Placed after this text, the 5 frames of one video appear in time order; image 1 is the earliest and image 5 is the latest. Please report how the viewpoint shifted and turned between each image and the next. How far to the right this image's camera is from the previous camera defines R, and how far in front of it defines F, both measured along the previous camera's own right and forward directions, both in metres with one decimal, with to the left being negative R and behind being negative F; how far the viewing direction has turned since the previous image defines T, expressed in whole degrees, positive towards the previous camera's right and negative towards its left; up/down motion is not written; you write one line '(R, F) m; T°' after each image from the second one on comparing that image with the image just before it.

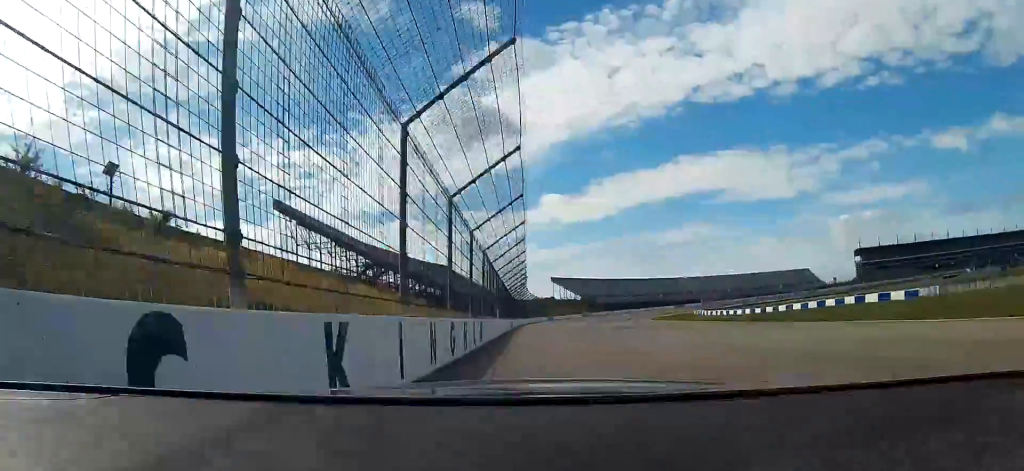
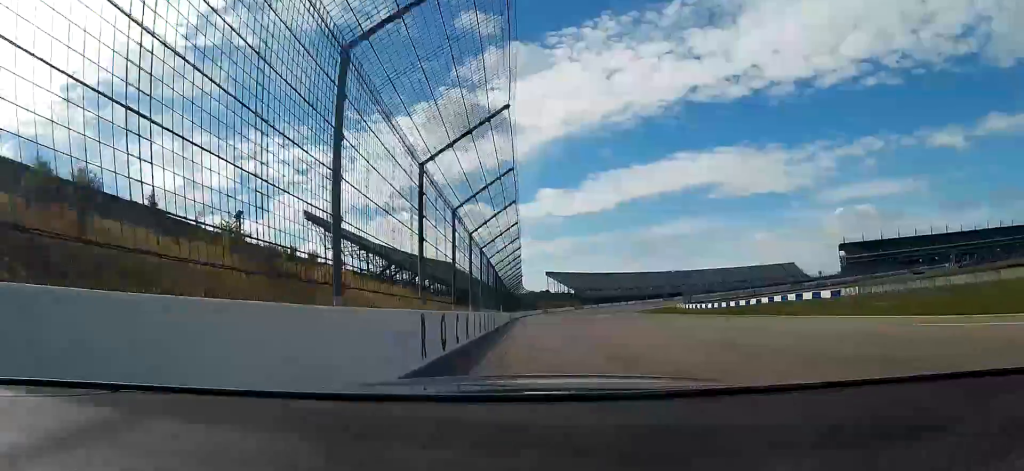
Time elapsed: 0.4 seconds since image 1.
(-0.1, +19.3) m; 0°
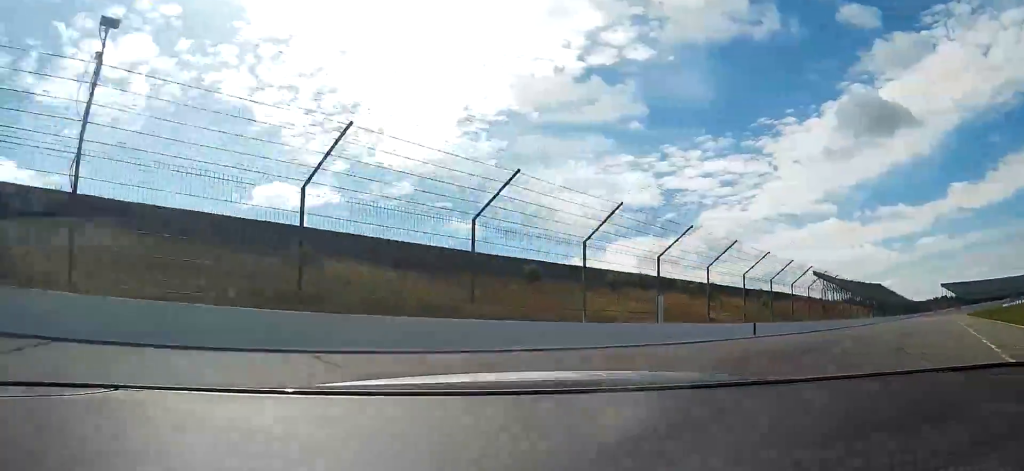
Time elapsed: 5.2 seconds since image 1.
(-15.7, +129.2) m; -42°
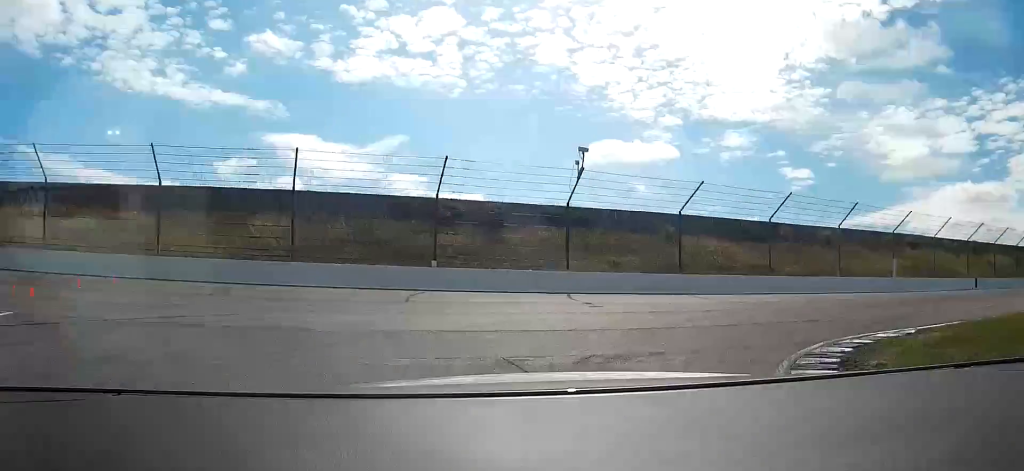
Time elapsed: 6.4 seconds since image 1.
(-5.5, +17.7) m; -34°
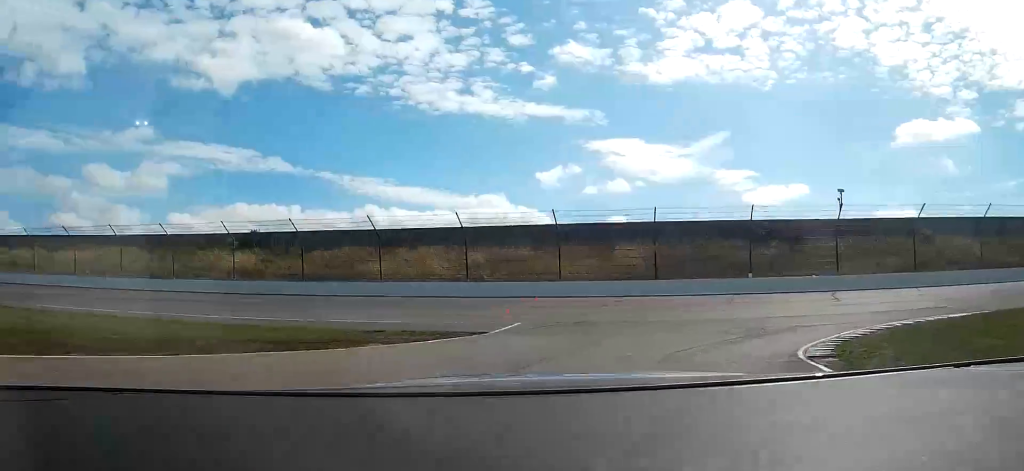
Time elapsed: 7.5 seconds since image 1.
(-4.6, +15.1) m; -32°
